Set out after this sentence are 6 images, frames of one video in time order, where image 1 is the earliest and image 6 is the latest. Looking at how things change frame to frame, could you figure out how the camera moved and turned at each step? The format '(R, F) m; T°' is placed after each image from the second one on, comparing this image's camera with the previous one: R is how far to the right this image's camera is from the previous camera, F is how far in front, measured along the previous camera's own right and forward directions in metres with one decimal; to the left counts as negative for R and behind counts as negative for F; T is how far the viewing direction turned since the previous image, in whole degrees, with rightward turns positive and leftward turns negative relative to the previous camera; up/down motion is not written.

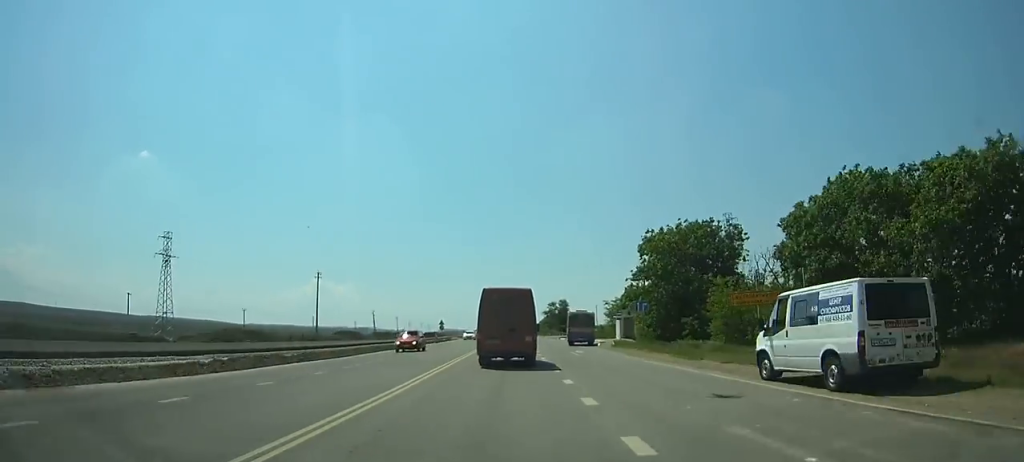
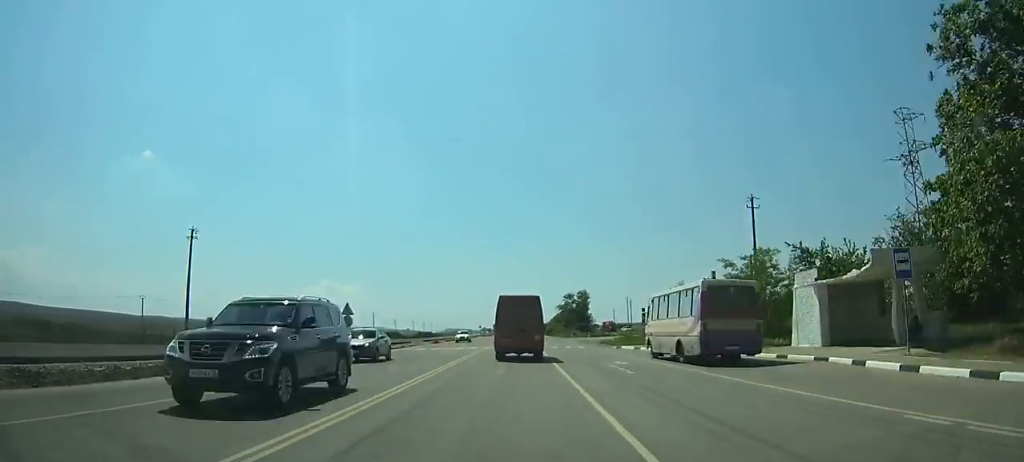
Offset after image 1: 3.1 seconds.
(-0.3, +48.7) m; 0°
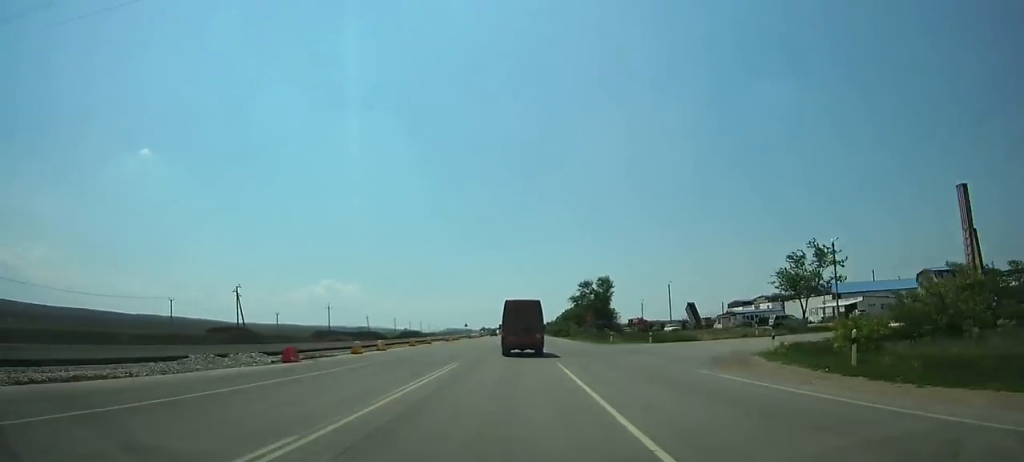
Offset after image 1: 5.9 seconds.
(0.0, +46.6) m; 0°
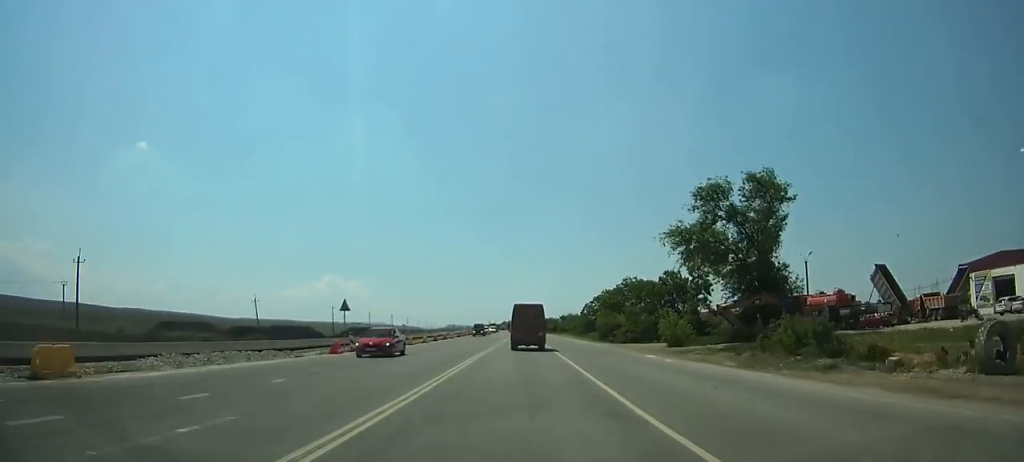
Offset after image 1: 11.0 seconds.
(-0.4, +89.5) m; 0°
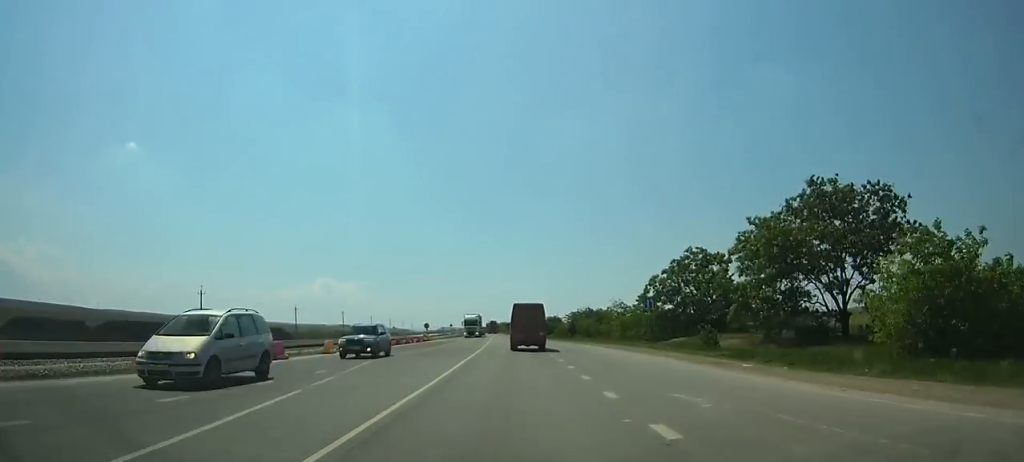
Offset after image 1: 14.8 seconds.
(+0.3, +68.2) m; 0°
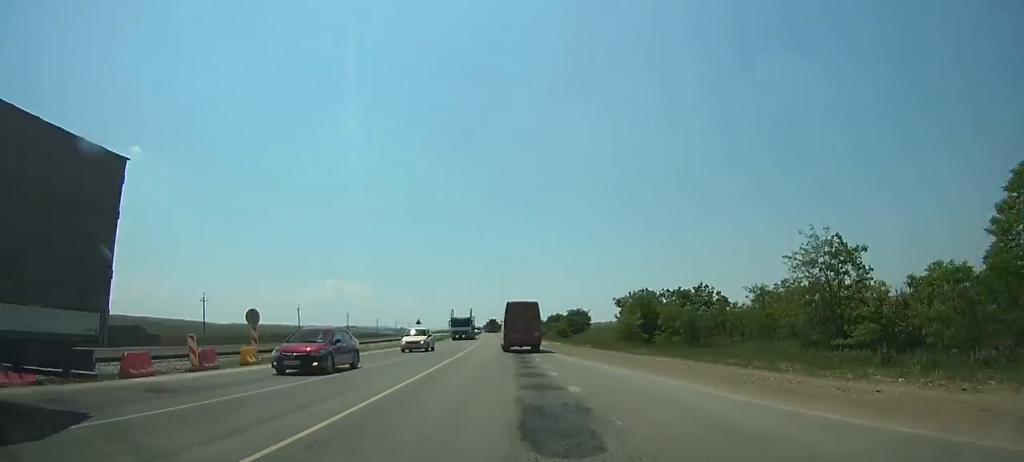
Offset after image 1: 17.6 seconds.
(-0.6, +50.4) m; -1°
